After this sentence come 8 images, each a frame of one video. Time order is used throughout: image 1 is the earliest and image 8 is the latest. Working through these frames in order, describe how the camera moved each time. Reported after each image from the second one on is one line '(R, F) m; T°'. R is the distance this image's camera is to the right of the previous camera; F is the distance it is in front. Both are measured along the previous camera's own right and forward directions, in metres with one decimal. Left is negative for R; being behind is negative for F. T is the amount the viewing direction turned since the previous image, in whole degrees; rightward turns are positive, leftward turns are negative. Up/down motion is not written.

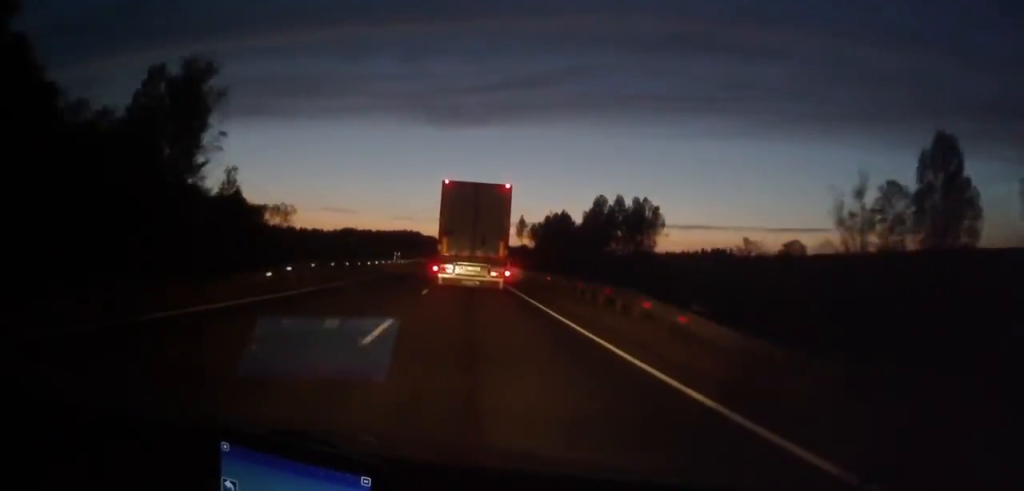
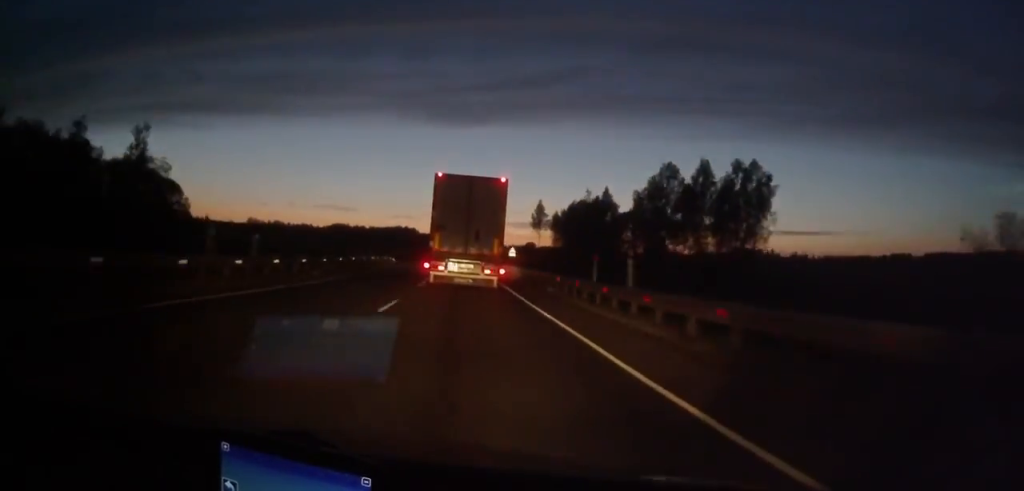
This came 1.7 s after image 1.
(+0.2, +45.6) m; 0°
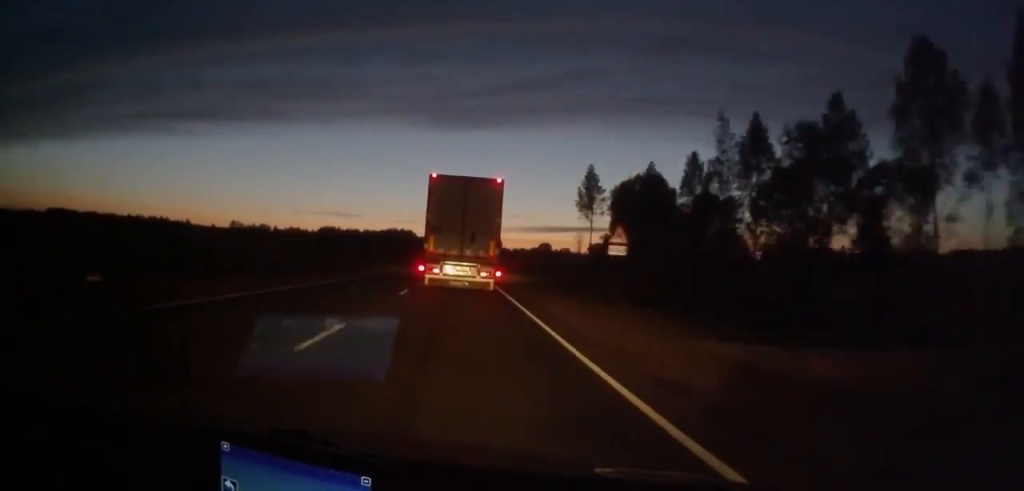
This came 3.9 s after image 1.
(-0.1, +54.4) m; 0°
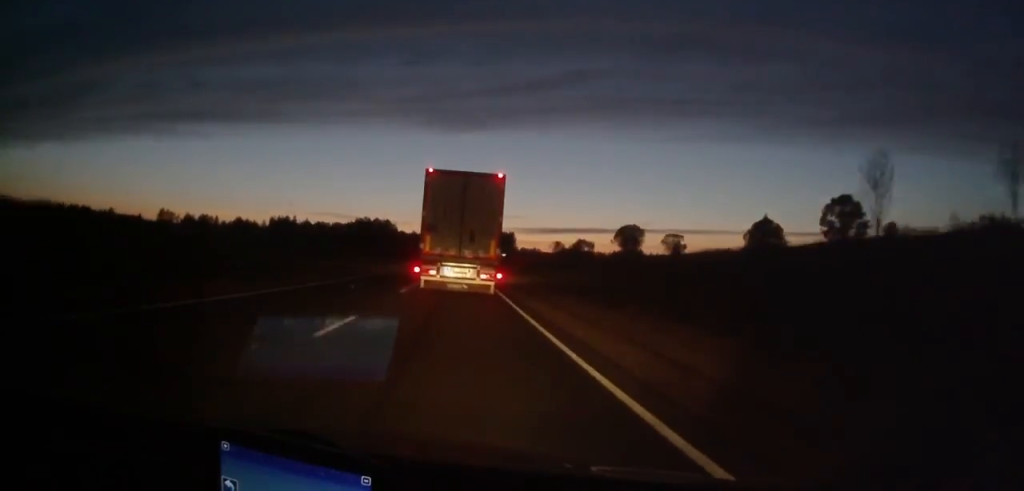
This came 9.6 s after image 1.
(-0.8, +143.9) m; 0°
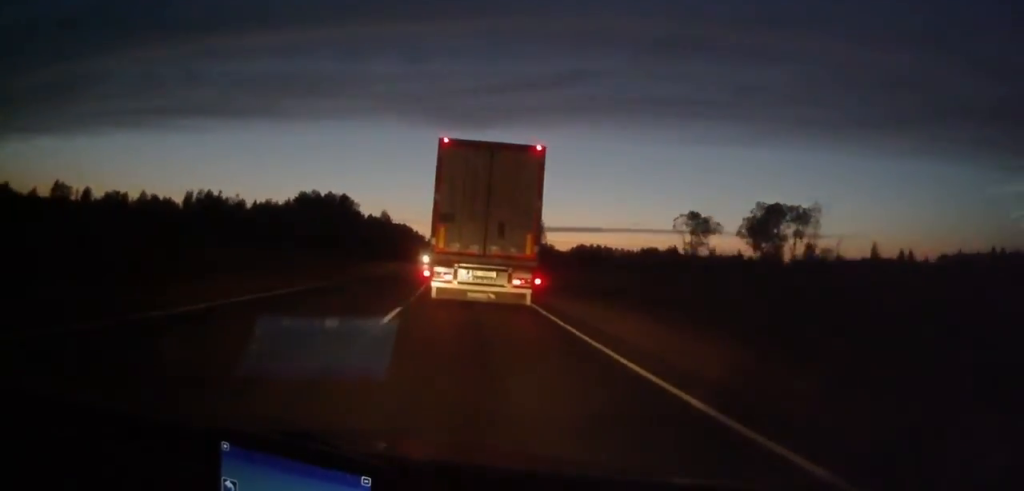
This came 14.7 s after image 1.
(+0.4, +125.8) m; 0°
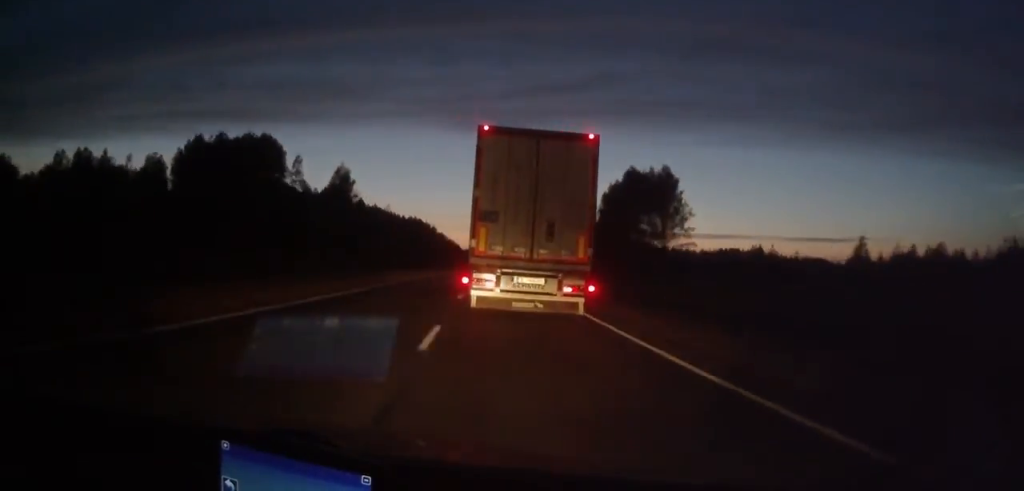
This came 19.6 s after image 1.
(-1.1, +125.5) m; -1°
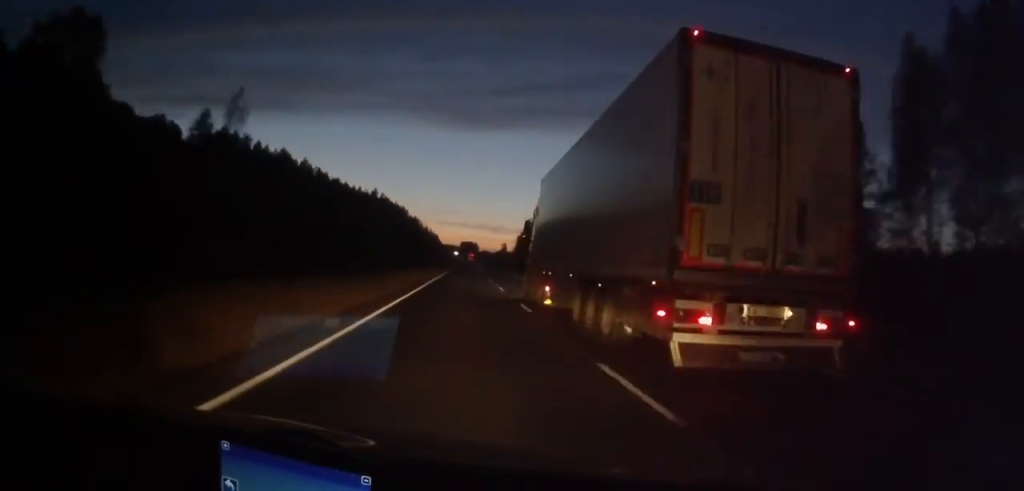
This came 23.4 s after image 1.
(-0.1, +100.6) m; 0°
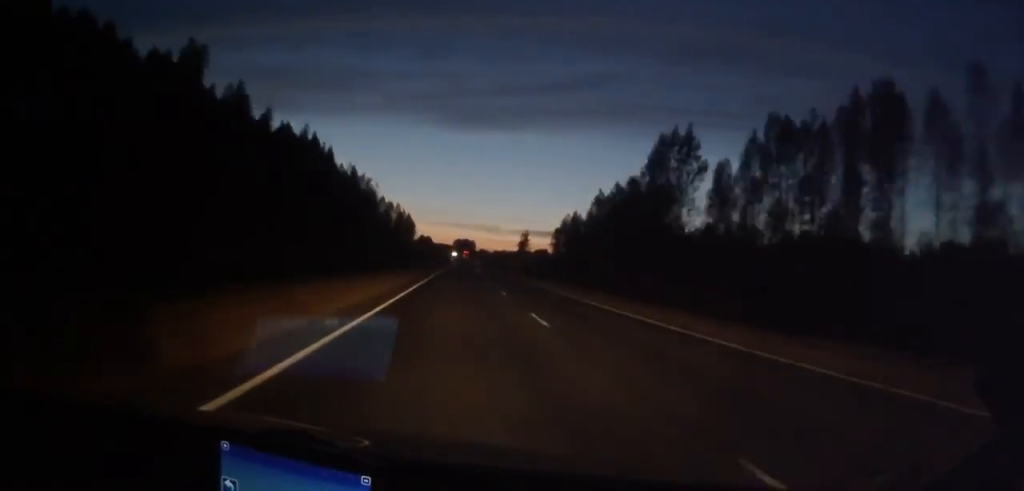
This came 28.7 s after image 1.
(+1.4, +158.2) m; +1°
